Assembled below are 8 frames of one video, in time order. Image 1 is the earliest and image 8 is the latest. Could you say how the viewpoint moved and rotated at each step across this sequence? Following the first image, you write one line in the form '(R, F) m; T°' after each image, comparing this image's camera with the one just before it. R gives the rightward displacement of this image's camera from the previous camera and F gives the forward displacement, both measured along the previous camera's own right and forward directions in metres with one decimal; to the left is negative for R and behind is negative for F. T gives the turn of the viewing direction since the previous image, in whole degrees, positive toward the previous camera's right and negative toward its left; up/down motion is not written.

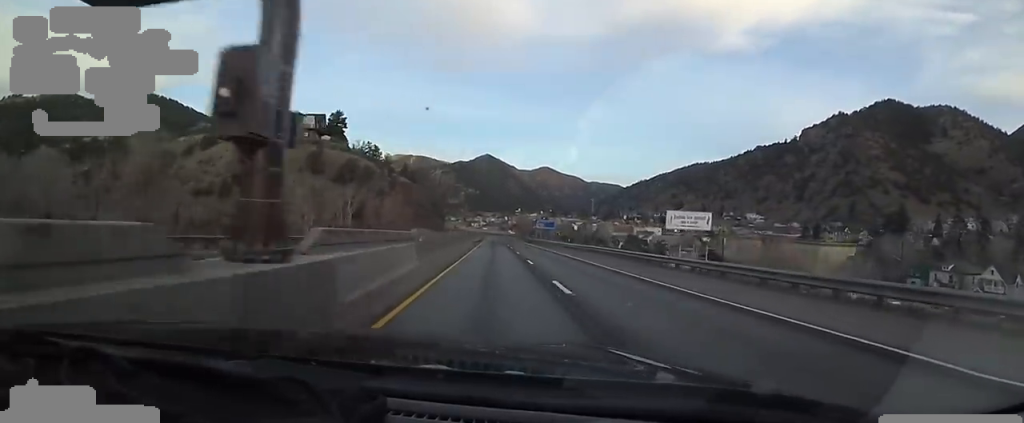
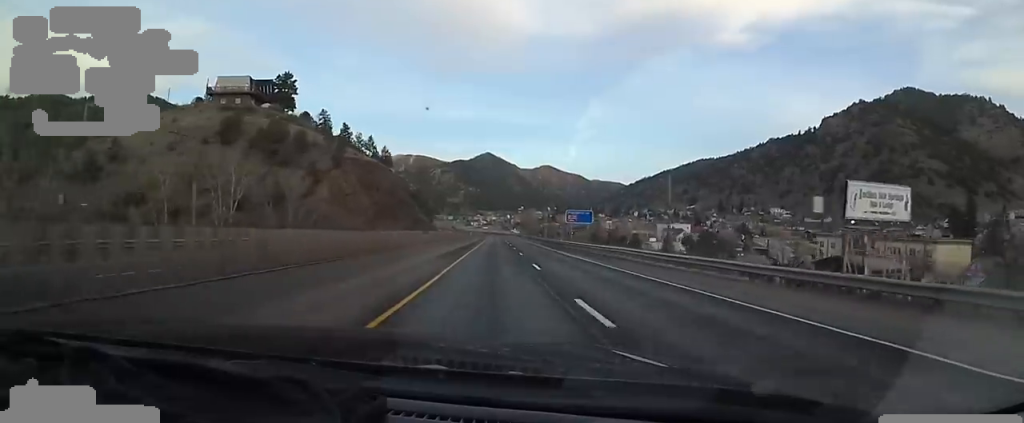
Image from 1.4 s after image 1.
(+1.0, +41.3) m; +3°
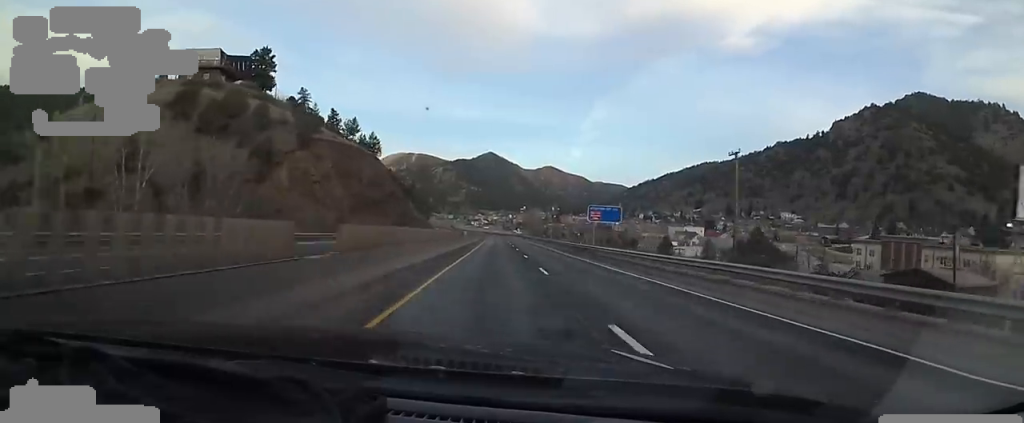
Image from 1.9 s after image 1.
(0.0, +14.8) m; -1°
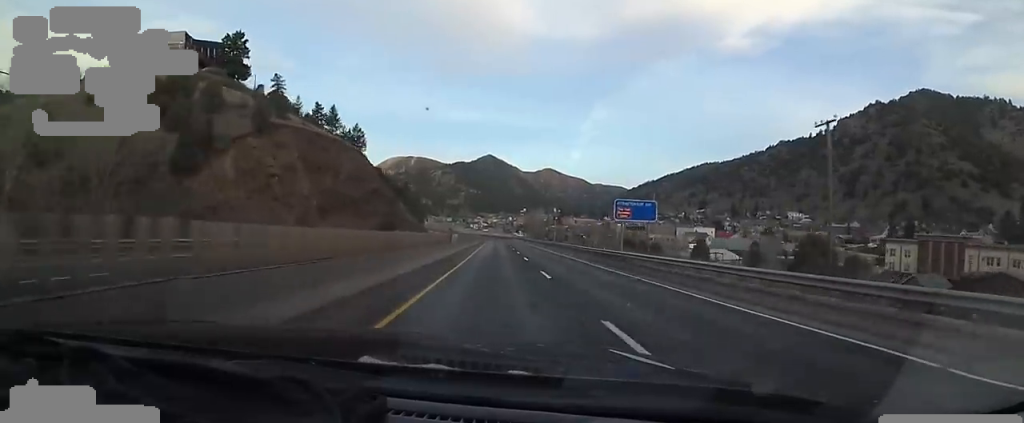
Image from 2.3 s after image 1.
(+0.3, +11.8) m; -1°
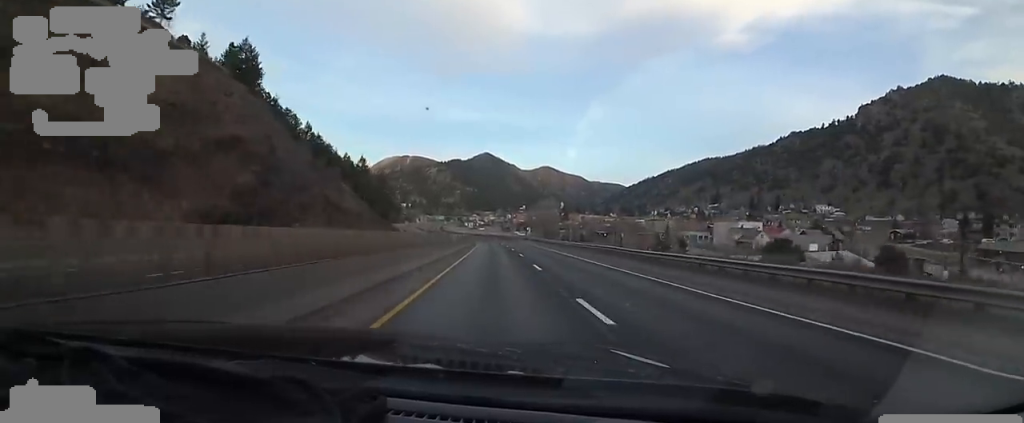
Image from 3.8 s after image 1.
(-1.0, +43.2) m; +1°
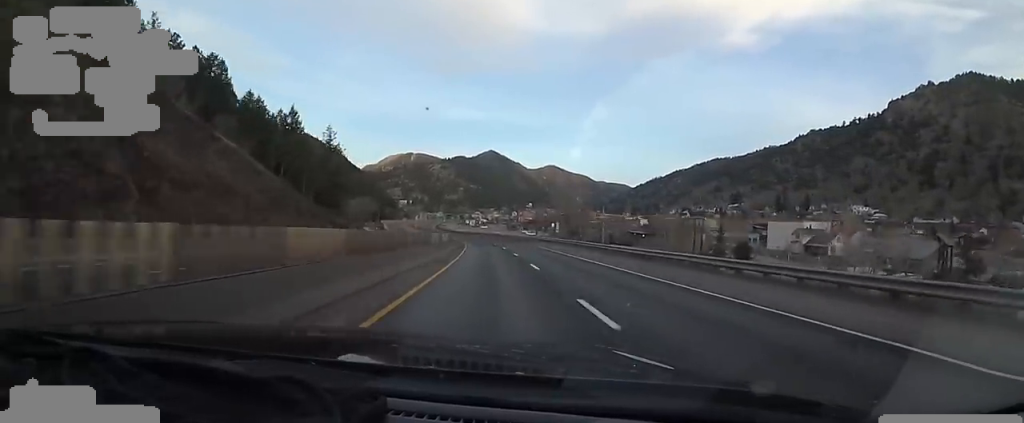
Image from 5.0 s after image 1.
(+1.1, +36.8) m; 0°
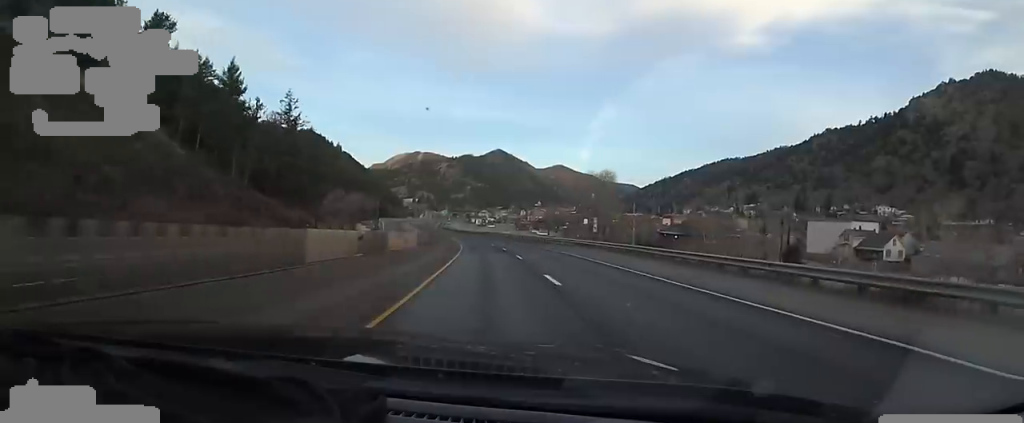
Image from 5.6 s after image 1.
(-0.2, +17.3) m; -2°
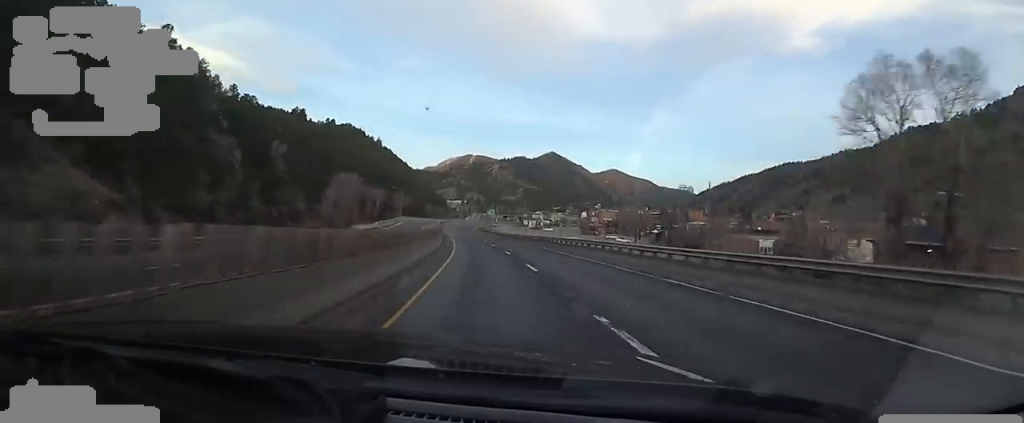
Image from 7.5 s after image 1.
(-2.0, +54.3) m; -3°
